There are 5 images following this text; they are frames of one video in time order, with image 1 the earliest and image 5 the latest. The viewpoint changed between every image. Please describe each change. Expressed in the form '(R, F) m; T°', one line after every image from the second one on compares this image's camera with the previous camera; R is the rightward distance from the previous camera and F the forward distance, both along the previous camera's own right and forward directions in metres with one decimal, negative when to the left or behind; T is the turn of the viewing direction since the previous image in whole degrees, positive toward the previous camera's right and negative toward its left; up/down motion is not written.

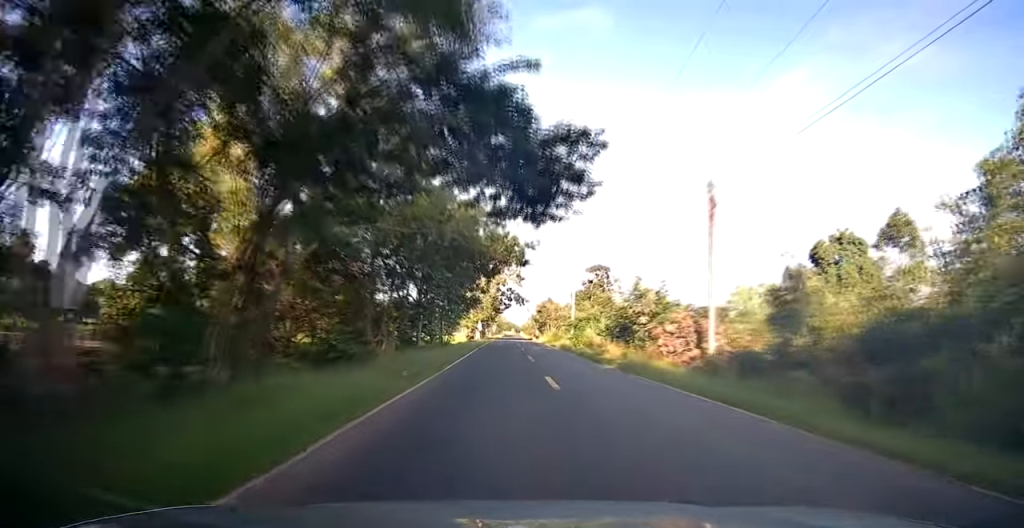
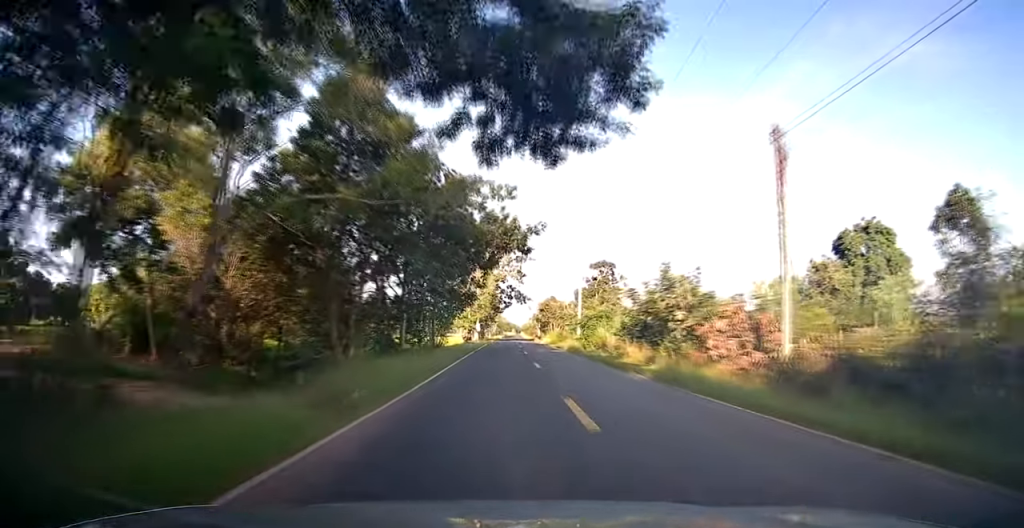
(0.0, +5.2) m; 0°
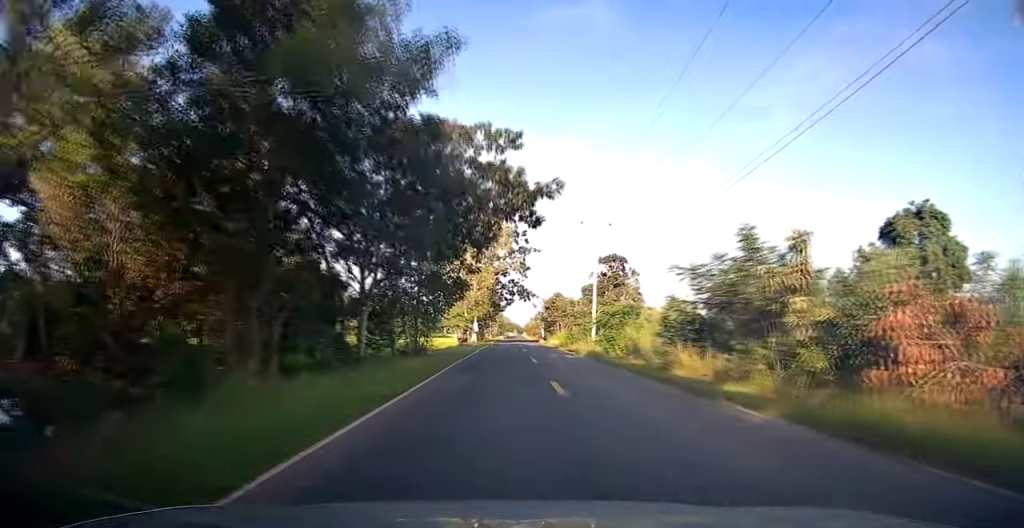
(0.0, +8.2) m; 0°
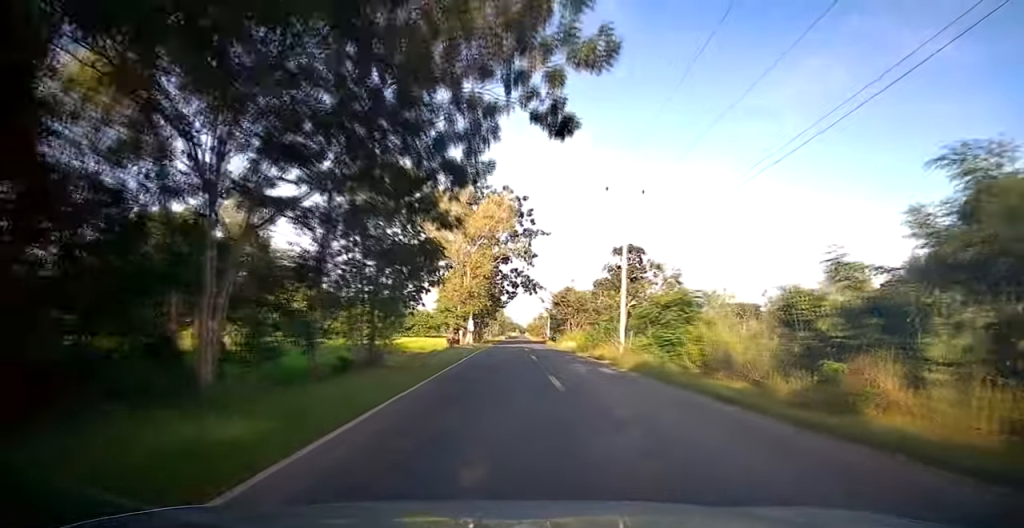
(0.0, +10.8) m; 0°
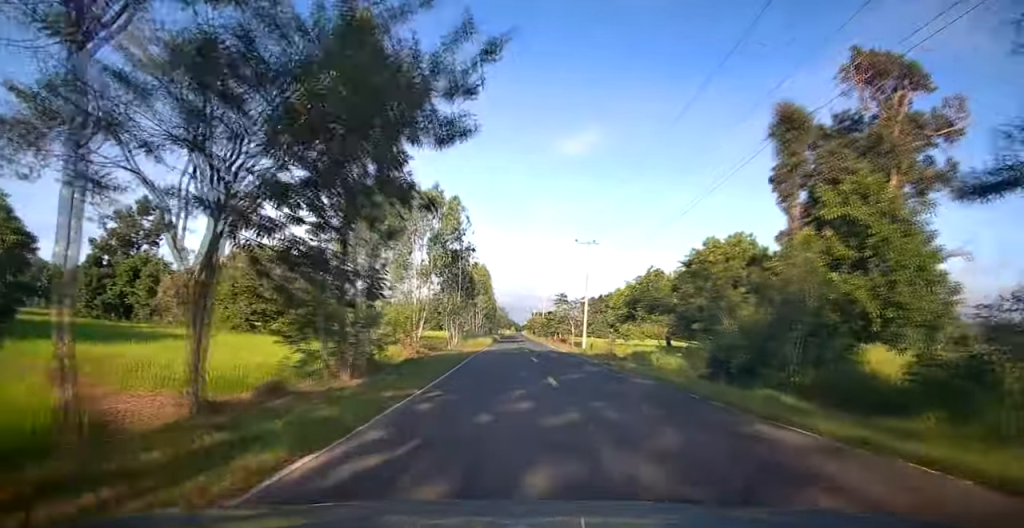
(+0.1, +59.2) m; +1°
